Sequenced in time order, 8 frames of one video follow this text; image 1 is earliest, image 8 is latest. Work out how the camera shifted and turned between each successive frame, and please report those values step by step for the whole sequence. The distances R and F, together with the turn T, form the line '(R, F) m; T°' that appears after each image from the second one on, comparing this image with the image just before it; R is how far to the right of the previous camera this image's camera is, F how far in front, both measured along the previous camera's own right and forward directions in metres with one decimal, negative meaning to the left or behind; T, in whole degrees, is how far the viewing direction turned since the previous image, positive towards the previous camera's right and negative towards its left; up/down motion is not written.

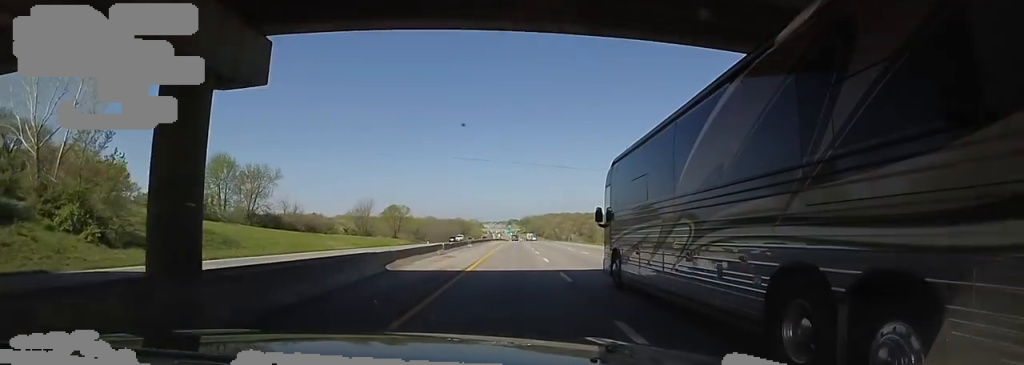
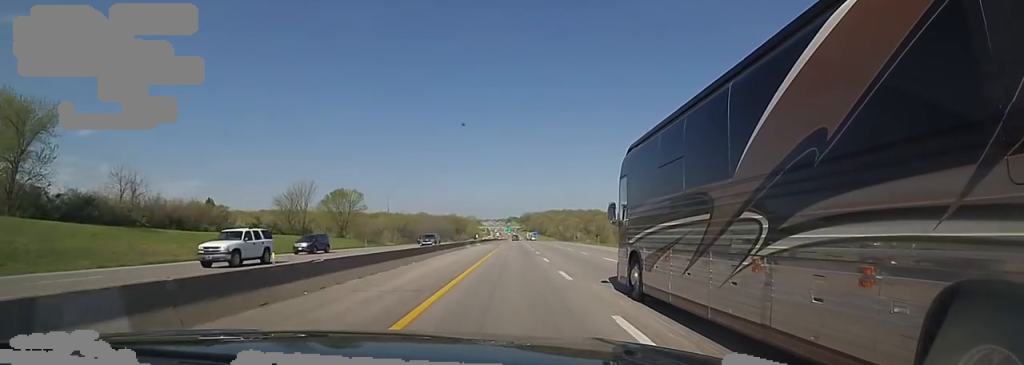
(-0.1, +49.4) m; 0°
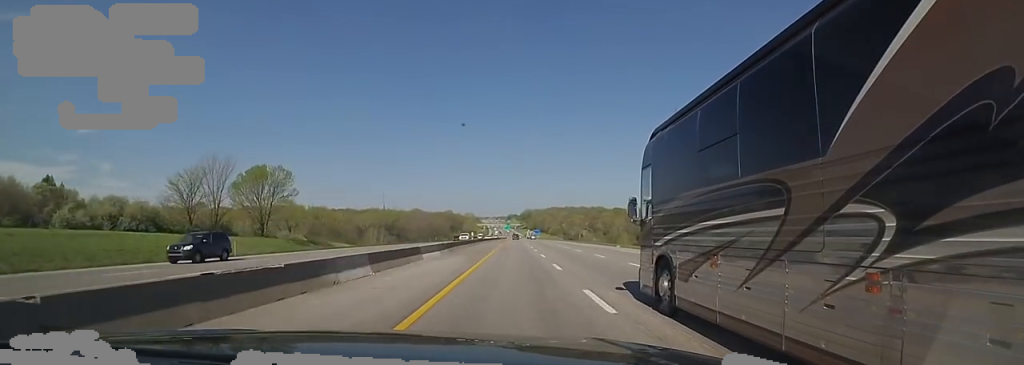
(+0.1, +35.8) m; 0°
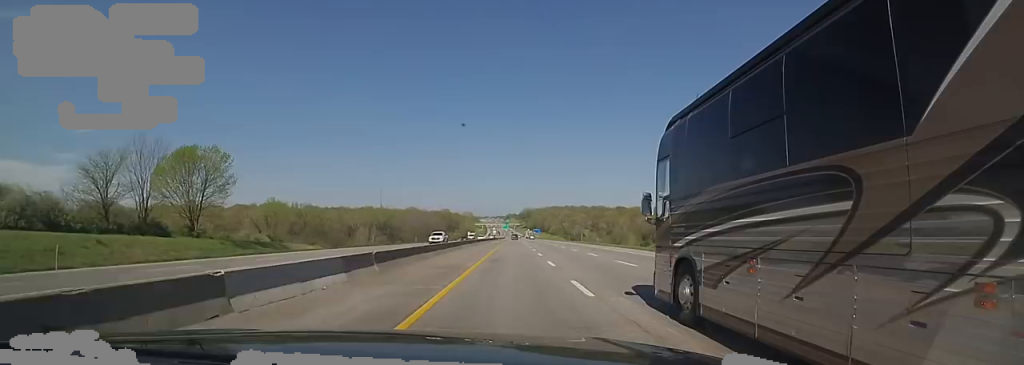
(0.0, +17.4) m; 0°
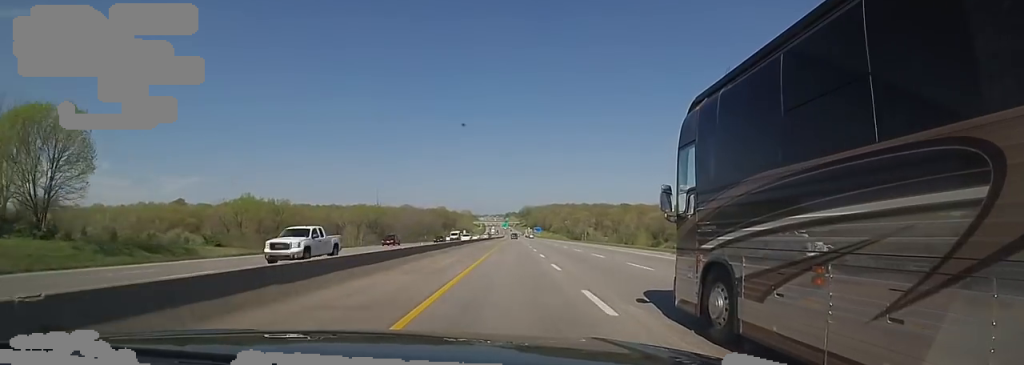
(-0.1, +22.3) m; 0°
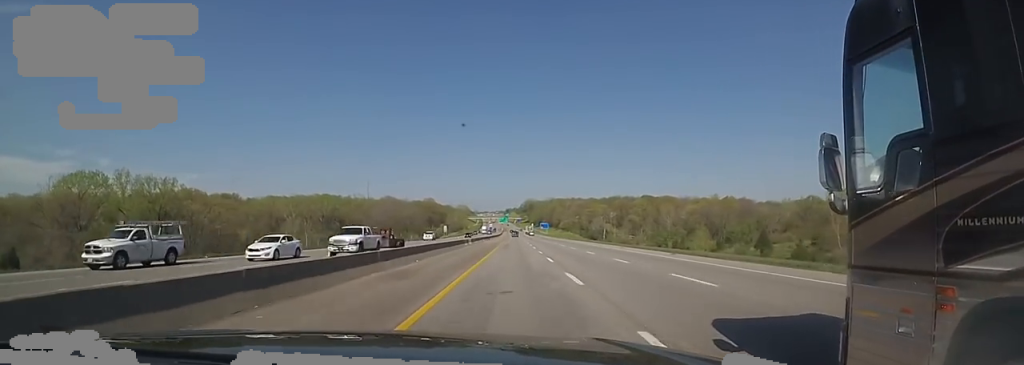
(-0.1, +74.6) m; 0°
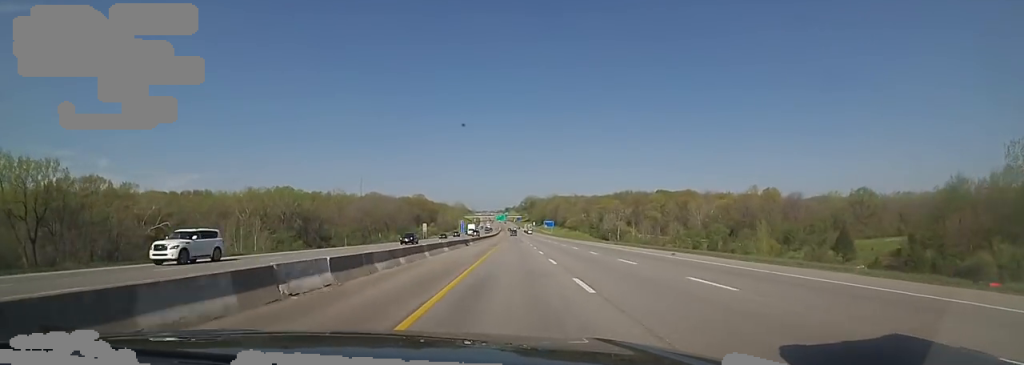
(+0.1, +41.4) m; 0°
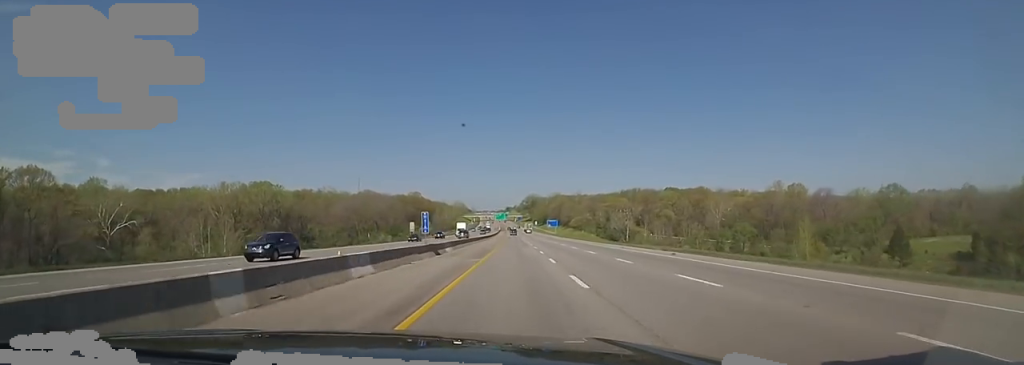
(0.0, +18.9) m; 0°
